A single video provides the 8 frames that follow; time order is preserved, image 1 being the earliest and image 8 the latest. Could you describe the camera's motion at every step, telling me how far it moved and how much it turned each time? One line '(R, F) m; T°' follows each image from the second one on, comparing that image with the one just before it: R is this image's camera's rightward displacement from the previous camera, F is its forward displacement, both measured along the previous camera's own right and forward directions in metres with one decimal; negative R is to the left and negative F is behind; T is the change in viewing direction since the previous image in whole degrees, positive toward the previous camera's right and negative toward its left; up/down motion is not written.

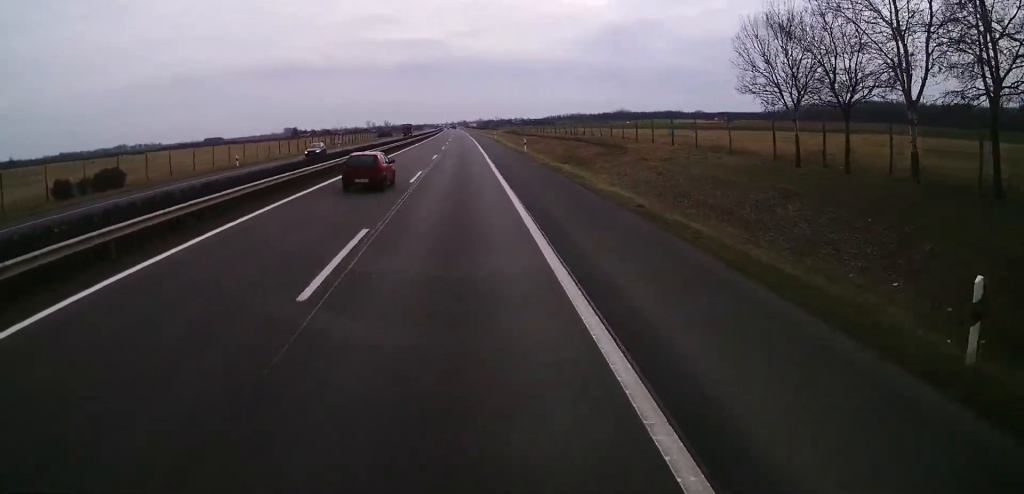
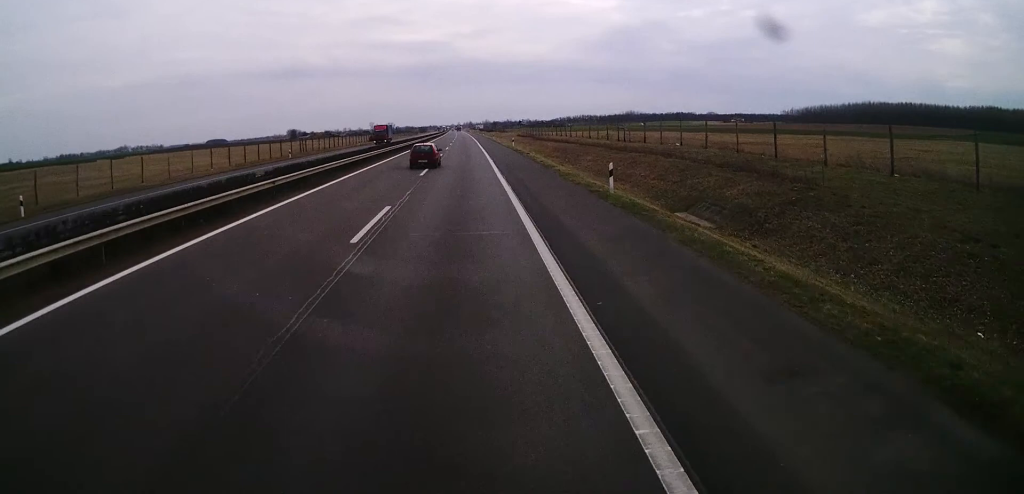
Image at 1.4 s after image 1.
(-0.1, +32.3) m; -1°
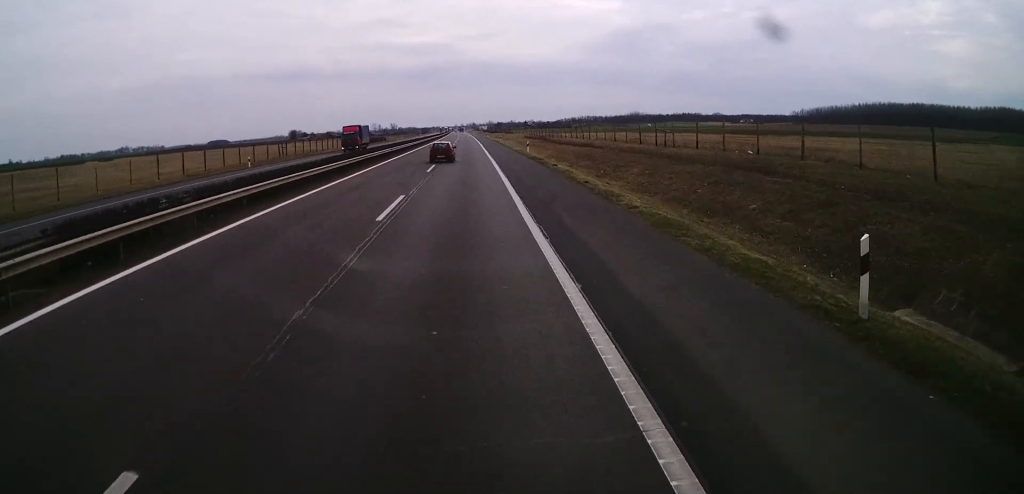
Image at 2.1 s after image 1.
(0.0, +16.1) m; 0°
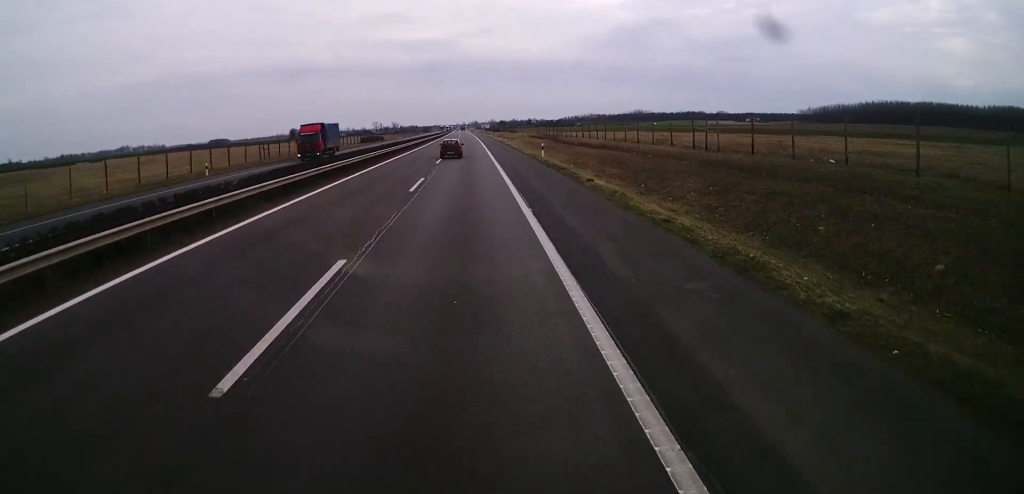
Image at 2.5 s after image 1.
(-0.1, +11.6) m; 0°
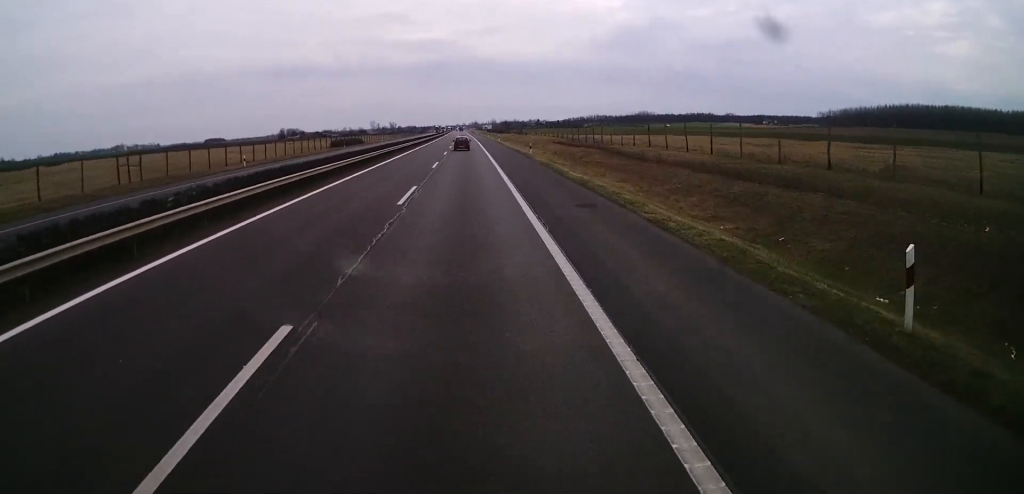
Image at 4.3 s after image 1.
(0.0, +45.0) m; 0°
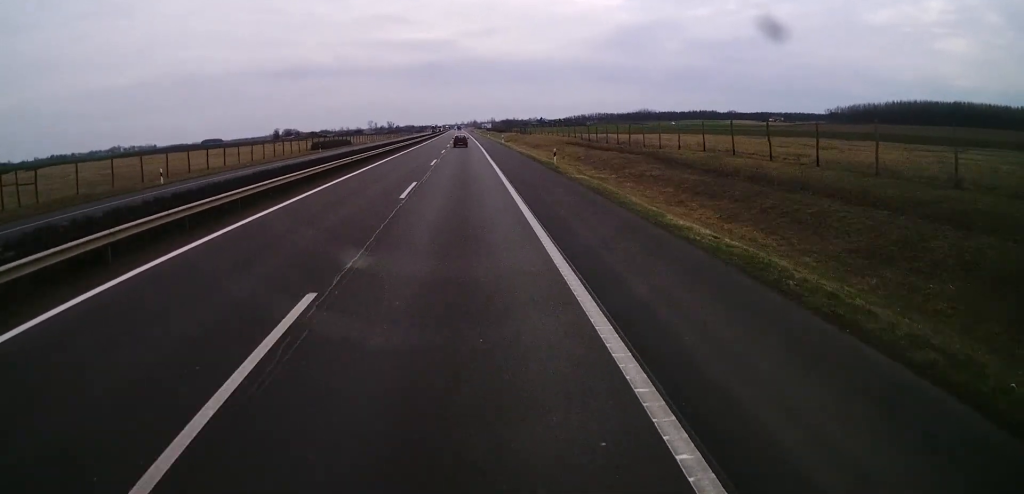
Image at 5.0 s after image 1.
(0.0, +17.2) m; 0°
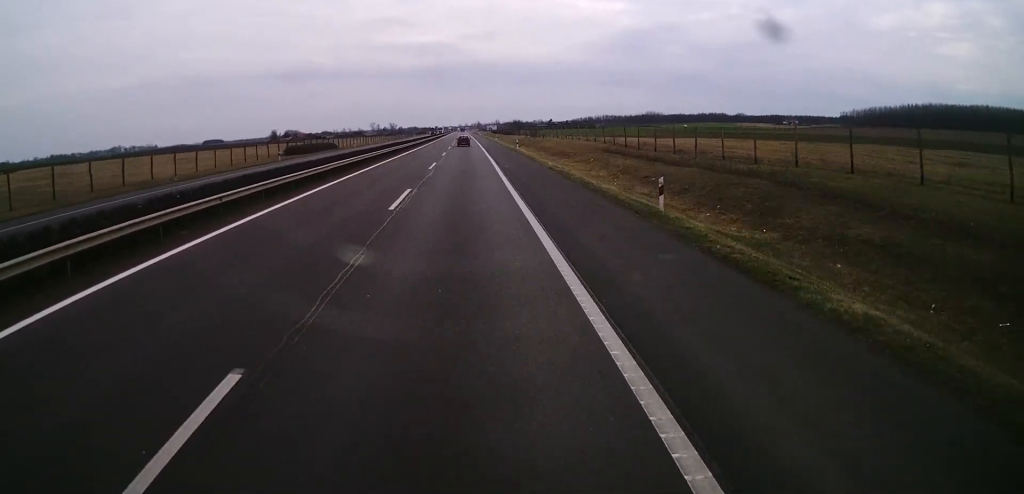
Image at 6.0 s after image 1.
(-0.1, +21.4) m; 0°
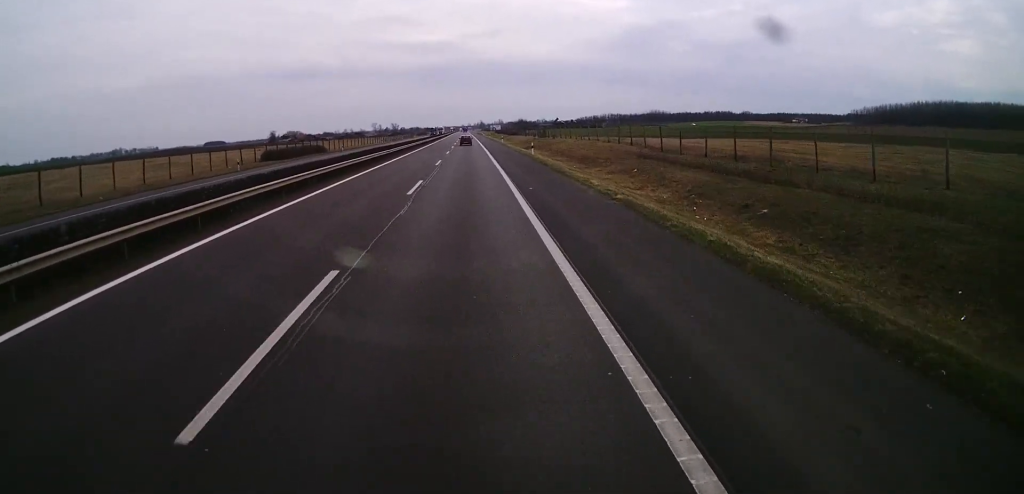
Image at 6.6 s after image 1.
(0.0, +12.1) m; 0°
